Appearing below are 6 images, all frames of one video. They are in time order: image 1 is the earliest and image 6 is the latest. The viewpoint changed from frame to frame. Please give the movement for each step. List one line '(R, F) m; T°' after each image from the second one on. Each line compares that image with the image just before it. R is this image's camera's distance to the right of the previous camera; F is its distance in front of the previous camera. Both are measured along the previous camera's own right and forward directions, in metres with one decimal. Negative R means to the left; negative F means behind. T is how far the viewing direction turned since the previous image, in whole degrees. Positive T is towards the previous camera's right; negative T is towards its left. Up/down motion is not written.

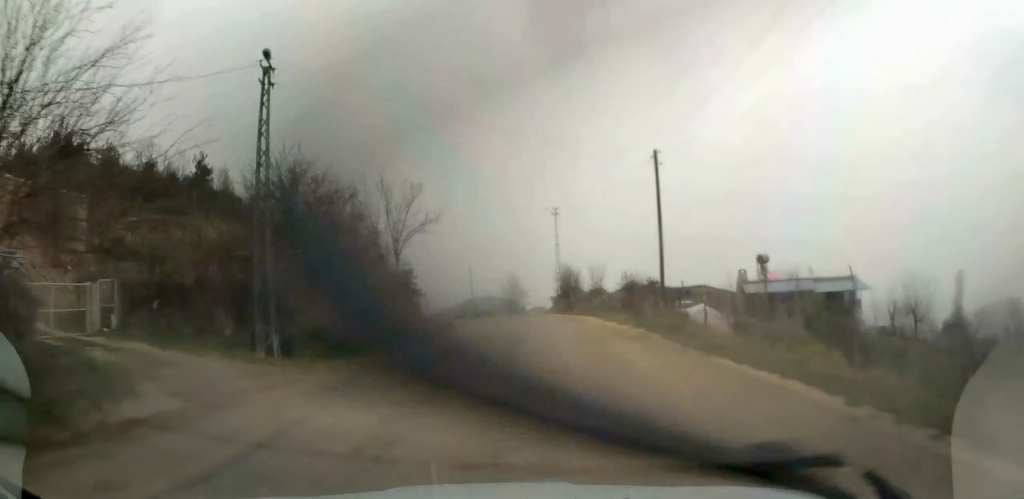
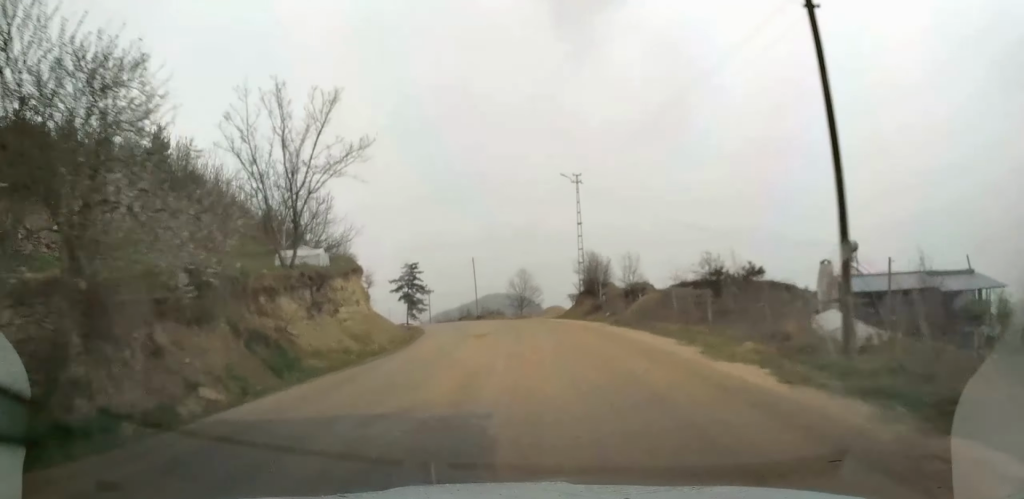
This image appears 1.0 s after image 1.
(-0.2, +15.6) m; -2°
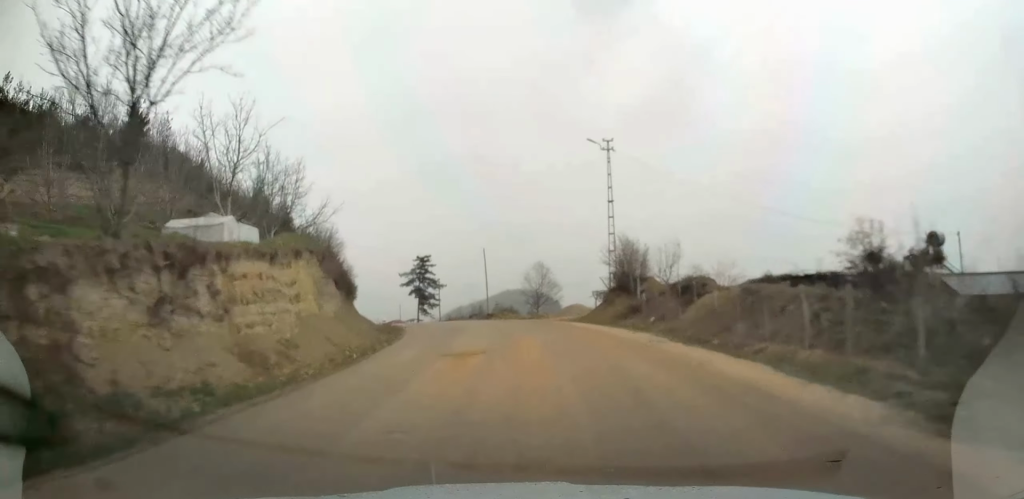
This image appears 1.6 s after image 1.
(-0.1, +9.1) m; -2°
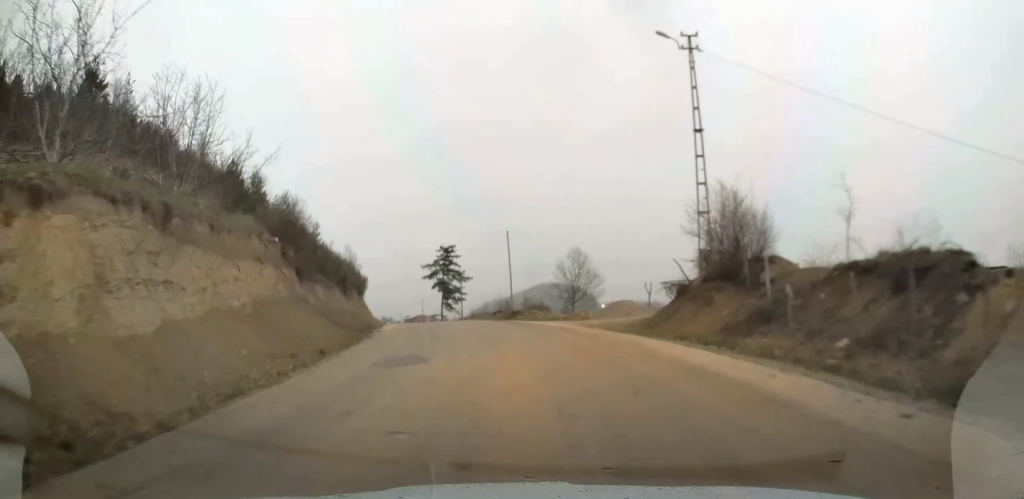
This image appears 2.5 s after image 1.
(-0.2, +13.2) m; -3°
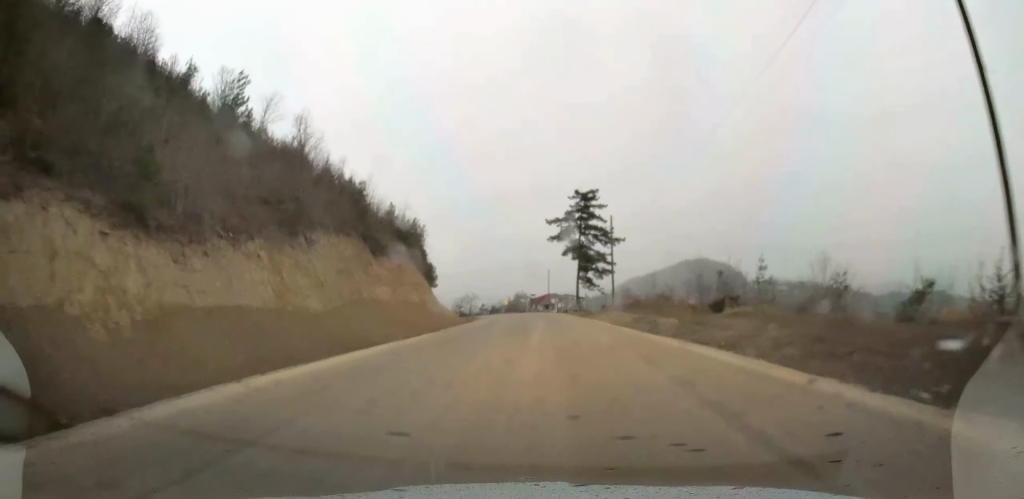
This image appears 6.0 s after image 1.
(-8.1, +51.4) m; -14°
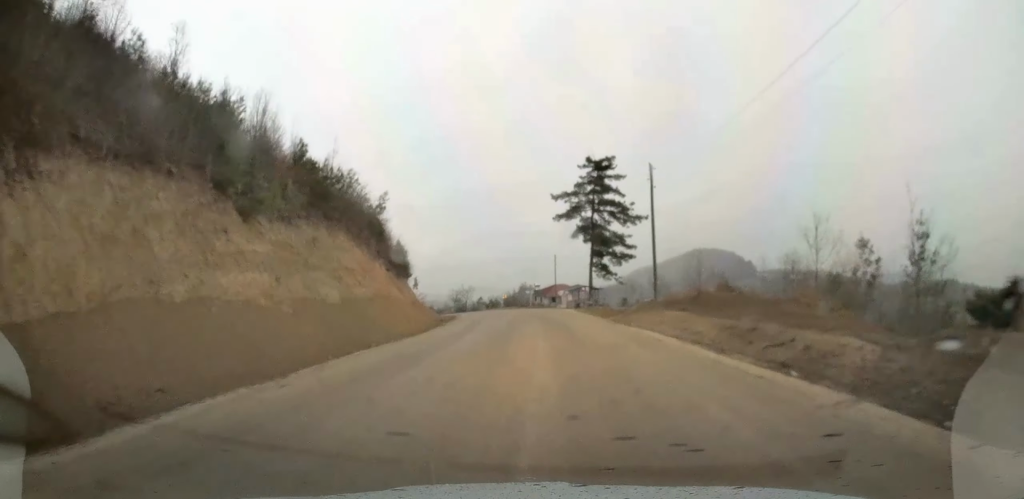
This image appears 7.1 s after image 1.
(+0.1, +18.1) m; +1°
